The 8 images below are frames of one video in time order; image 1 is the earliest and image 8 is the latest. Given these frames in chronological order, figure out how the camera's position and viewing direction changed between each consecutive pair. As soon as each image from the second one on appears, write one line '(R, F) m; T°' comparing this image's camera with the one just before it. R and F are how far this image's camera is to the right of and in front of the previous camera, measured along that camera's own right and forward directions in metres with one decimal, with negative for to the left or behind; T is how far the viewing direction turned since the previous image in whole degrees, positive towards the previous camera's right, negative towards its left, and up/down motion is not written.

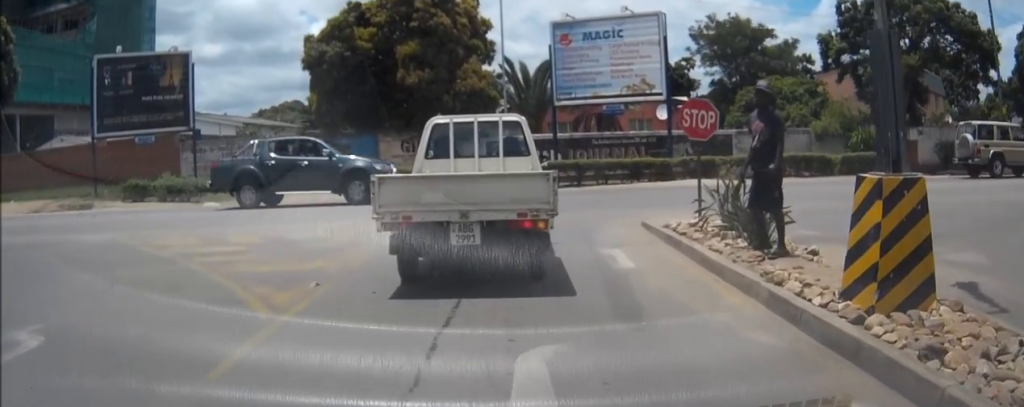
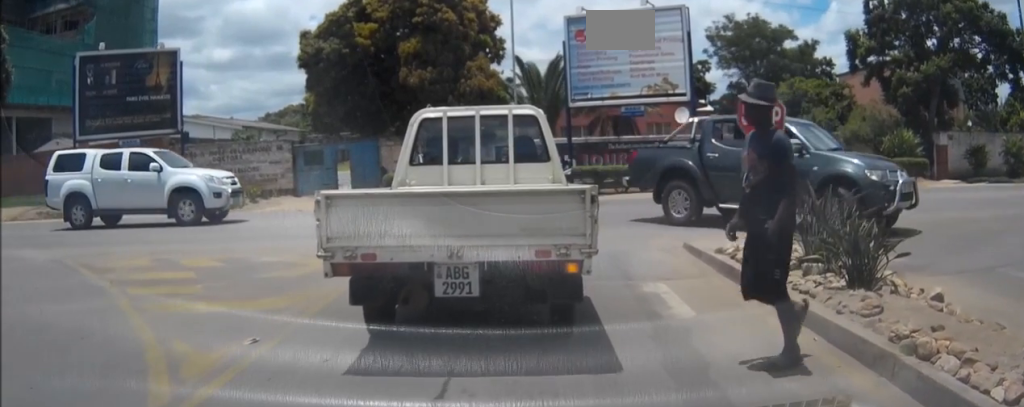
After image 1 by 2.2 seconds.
(-0.1, +2.5) m; 0°
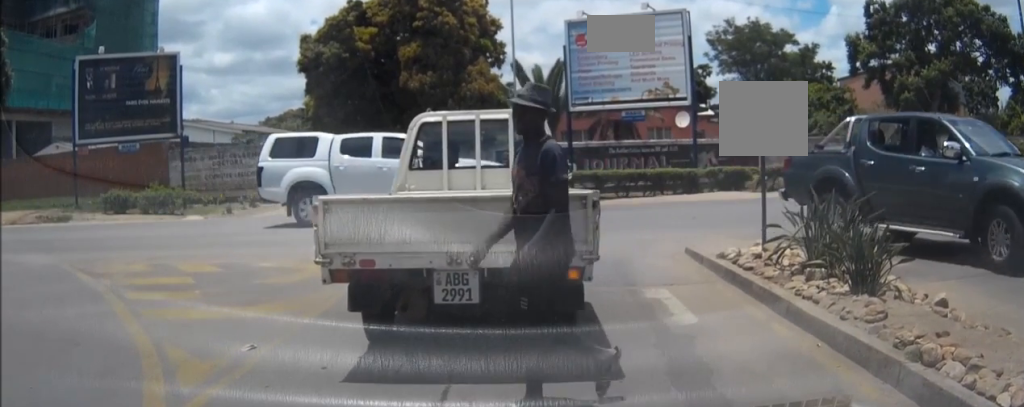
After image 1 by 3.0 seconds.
(0.0, +0.5) m; 0°
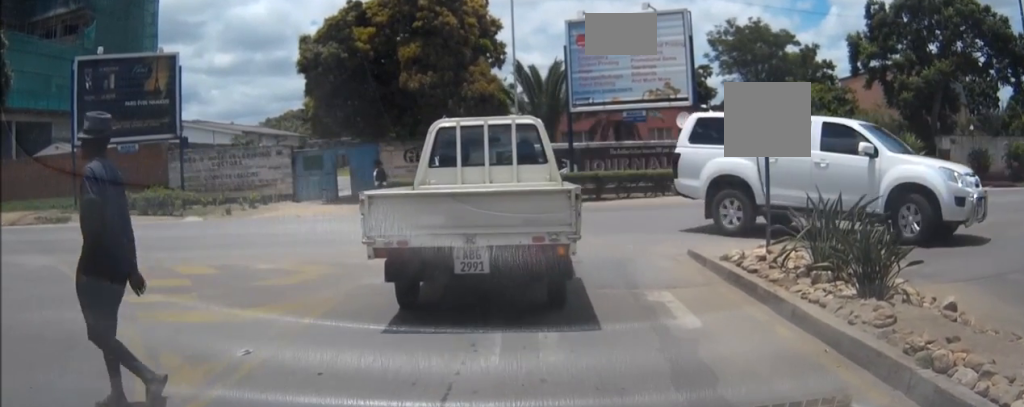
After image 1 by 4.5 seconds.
(0.0, +0.3) m; 0°
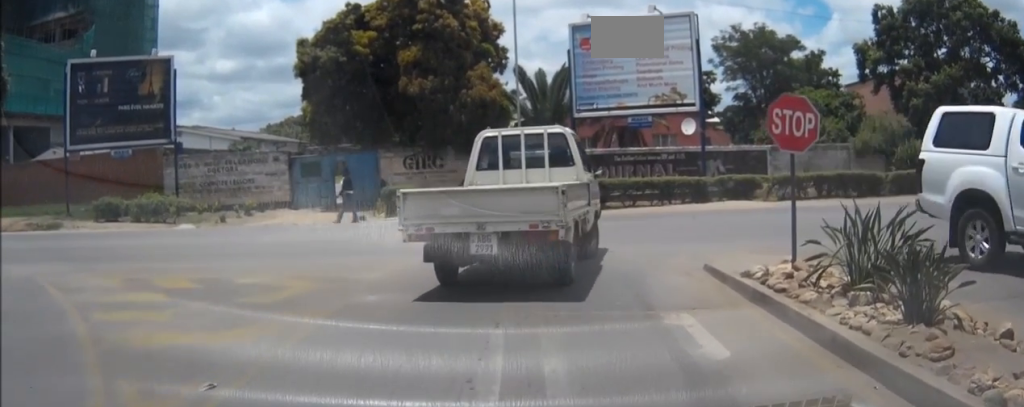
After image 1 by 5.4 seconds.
(0.0, +0.5) m; 0°
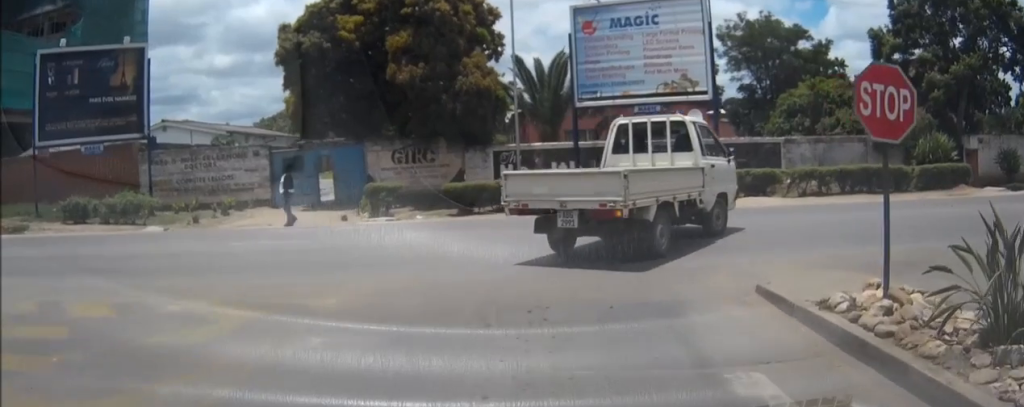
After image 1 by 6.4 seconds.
(0.0, +1.4) m; -2°
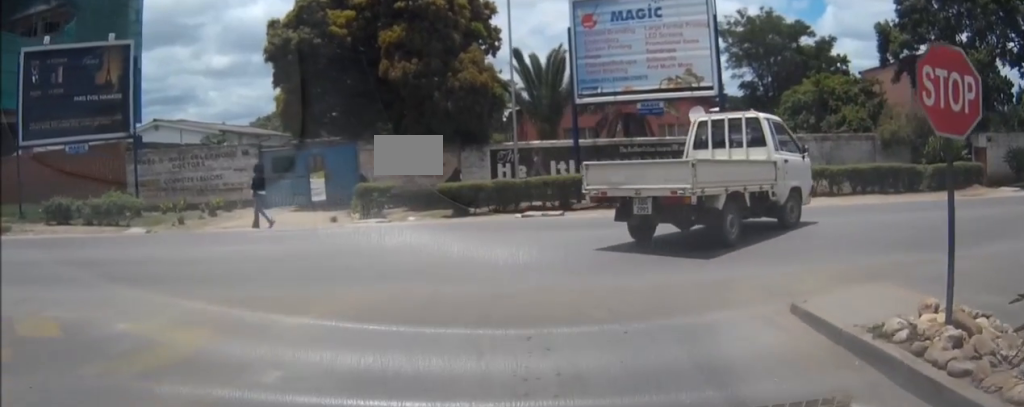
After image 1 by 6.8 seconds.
(0.0, +0.8) m; -1°
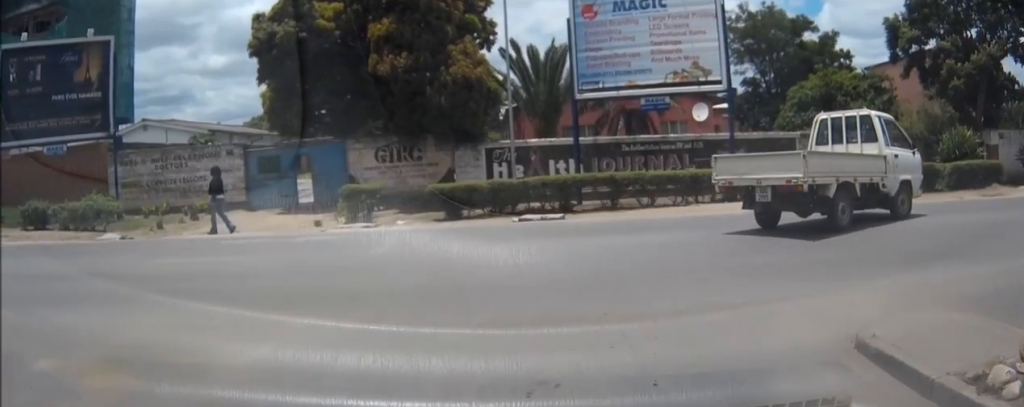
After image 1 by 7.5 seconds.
(-0.1, +1.3) m; +2°
